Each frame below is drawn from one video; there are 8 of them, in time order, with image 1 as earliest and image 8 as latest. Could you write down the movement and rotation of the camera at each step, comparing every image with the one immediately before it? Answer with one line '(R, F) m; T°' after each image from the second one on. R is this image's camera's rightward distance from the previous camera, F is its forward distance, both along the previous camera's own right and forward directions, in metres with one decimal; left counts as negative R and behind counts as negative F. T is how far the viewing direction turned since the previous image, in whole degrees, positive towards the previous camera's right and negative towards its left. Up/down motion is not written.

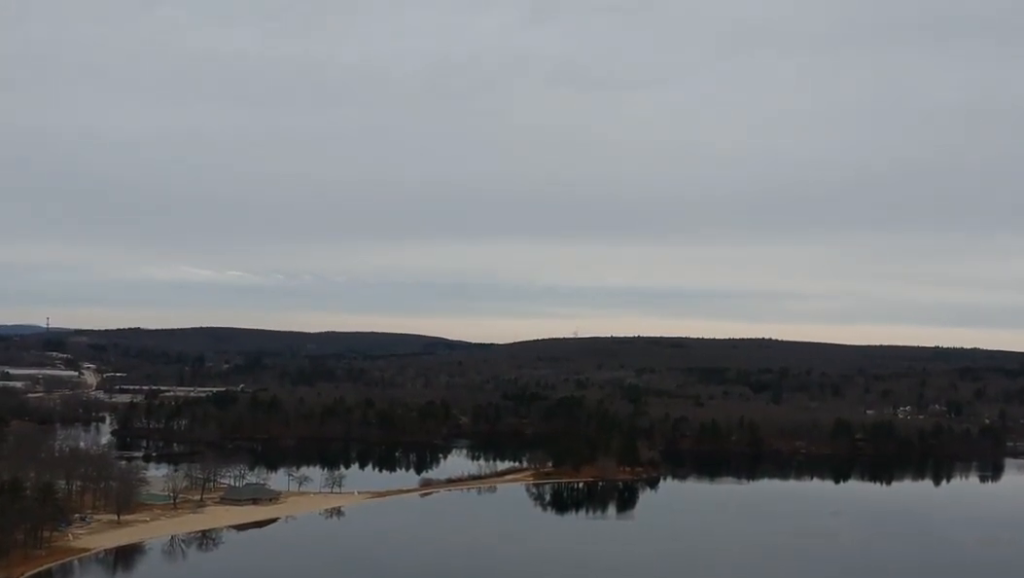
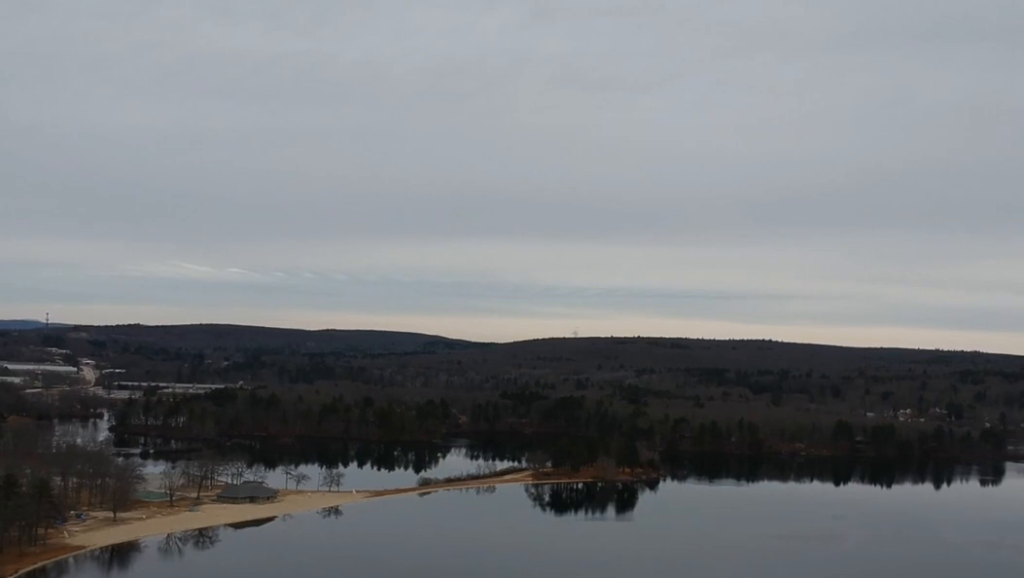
(0.0, +3.6) m; 0°
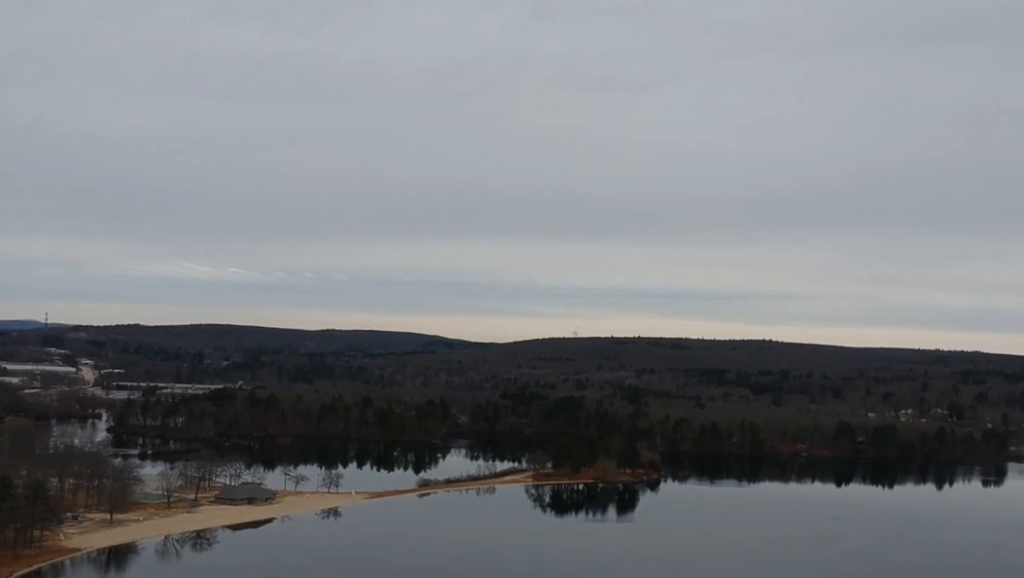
(0.0, +4.8) m; 0°
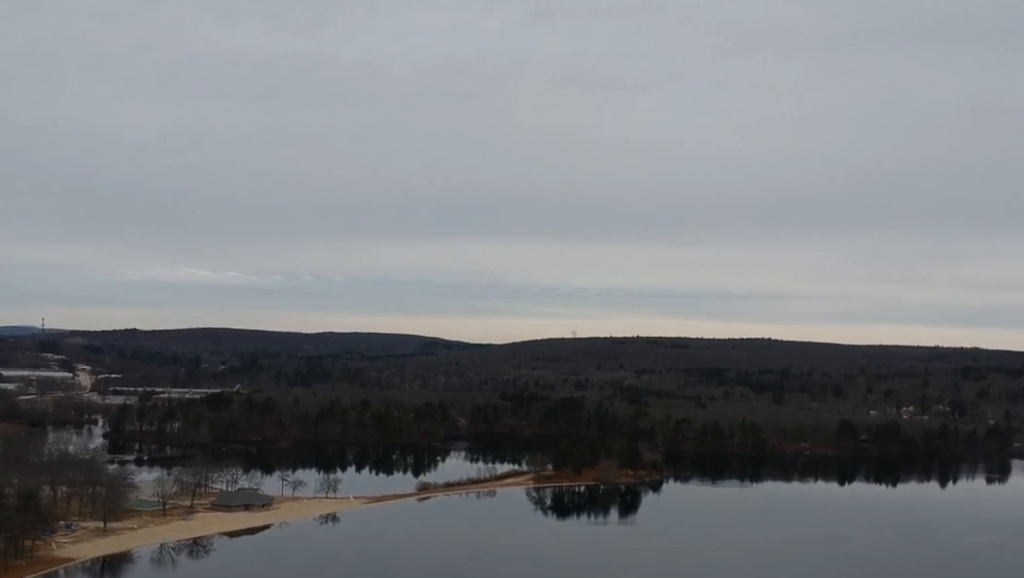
(0.0, +8.9) m; +1°
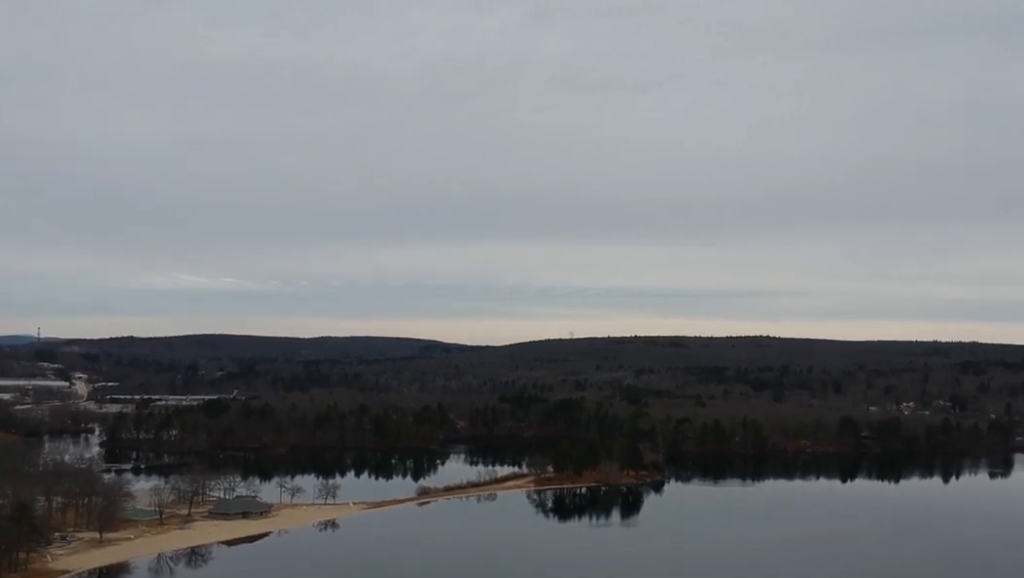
(+0.1, +6.2) m; +1°
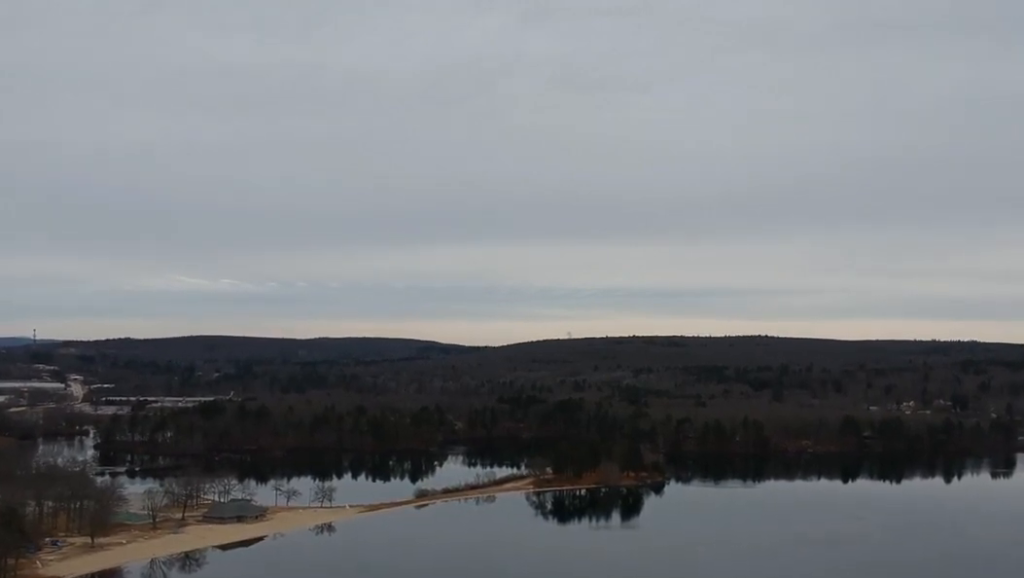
(+0.1, +8.3) m; +1°
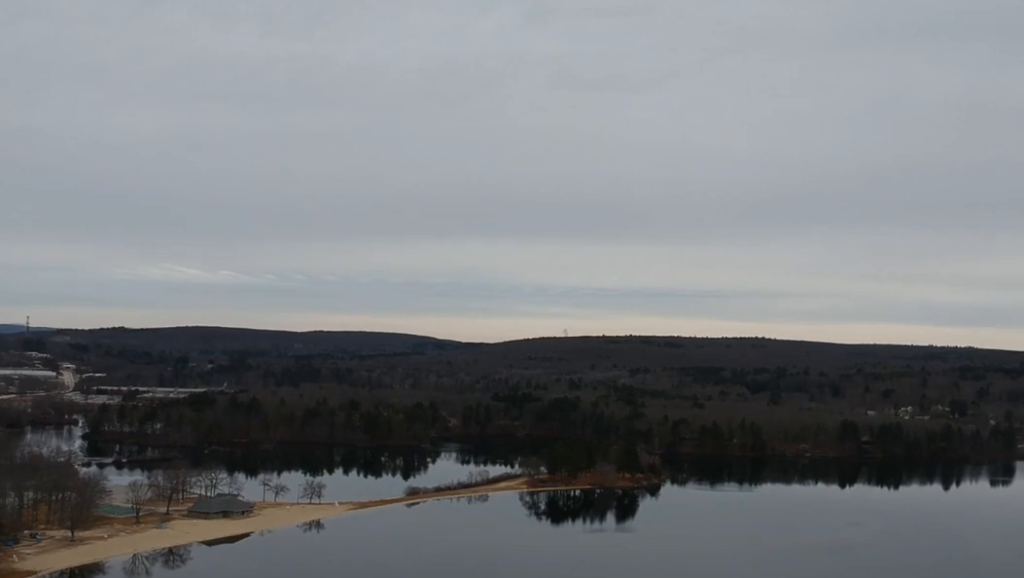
(+0.2, +12.7) m; +2°
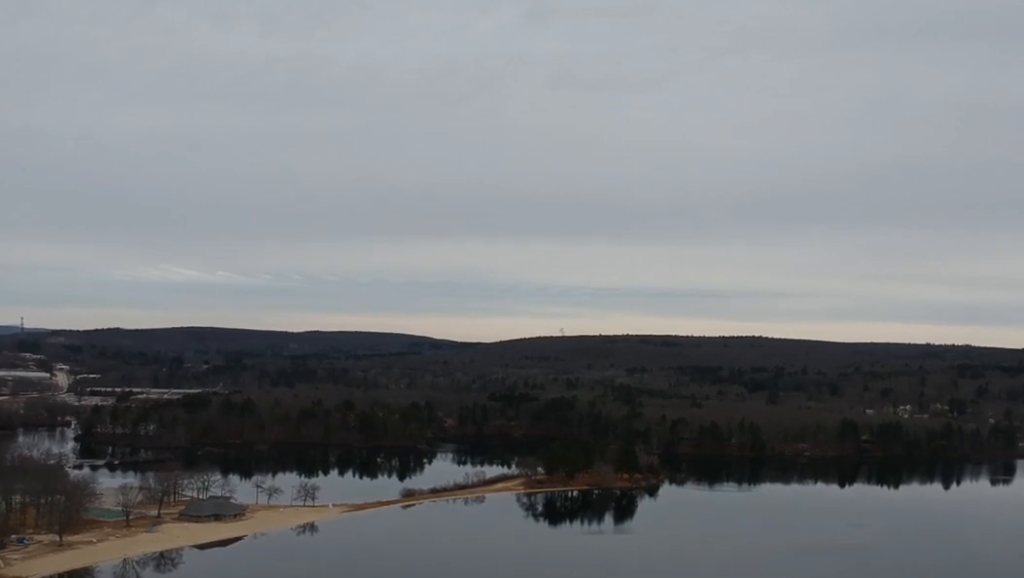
(+0.1, +8.3) m; +1°
